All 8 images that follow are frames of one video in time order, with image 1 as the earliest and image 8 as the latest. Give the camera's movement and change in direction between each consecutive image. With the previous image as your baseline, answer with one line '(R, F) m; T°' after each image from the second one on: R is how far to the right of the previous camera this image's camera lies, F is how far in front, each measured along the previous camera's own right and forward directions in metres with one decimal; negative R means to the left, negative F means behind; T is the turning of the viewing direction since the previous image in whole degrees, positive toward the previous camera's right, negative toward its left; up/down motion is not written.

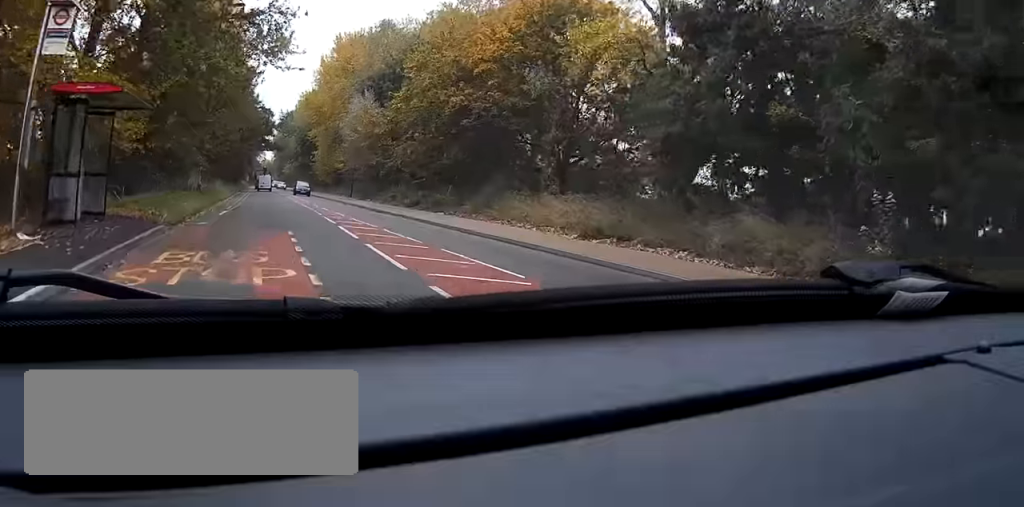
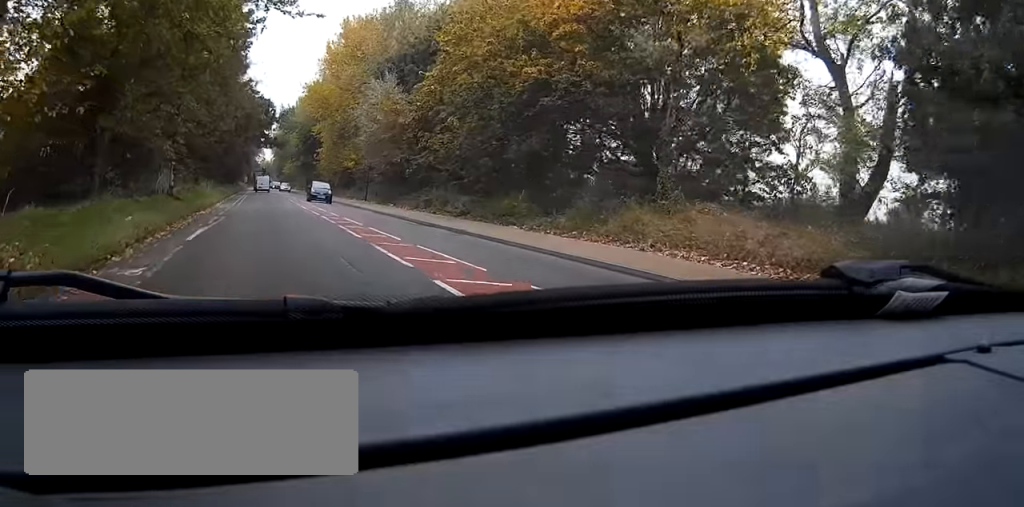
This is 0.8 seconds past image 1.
(0.0, +10.7) m; 0°
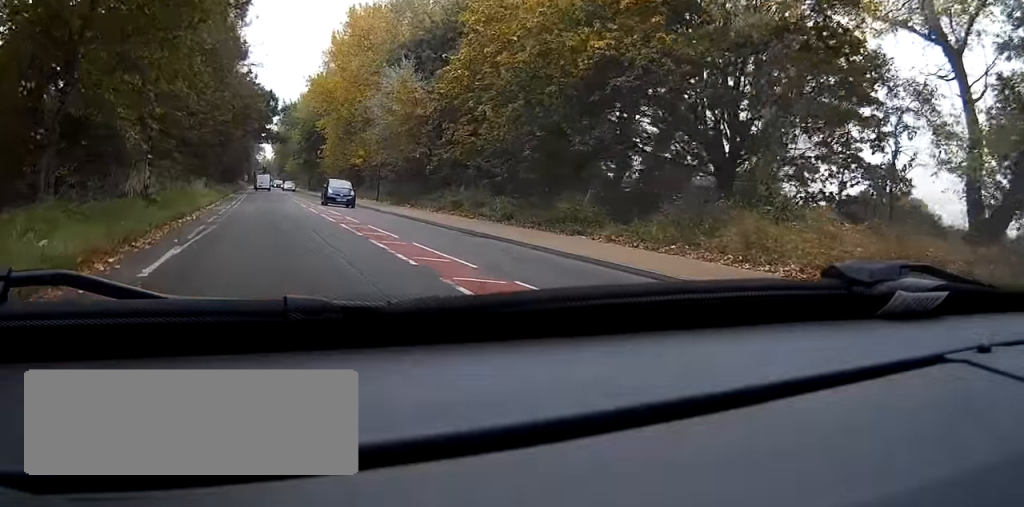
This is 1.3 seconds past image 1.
(0.0, +5.6) m; 0°
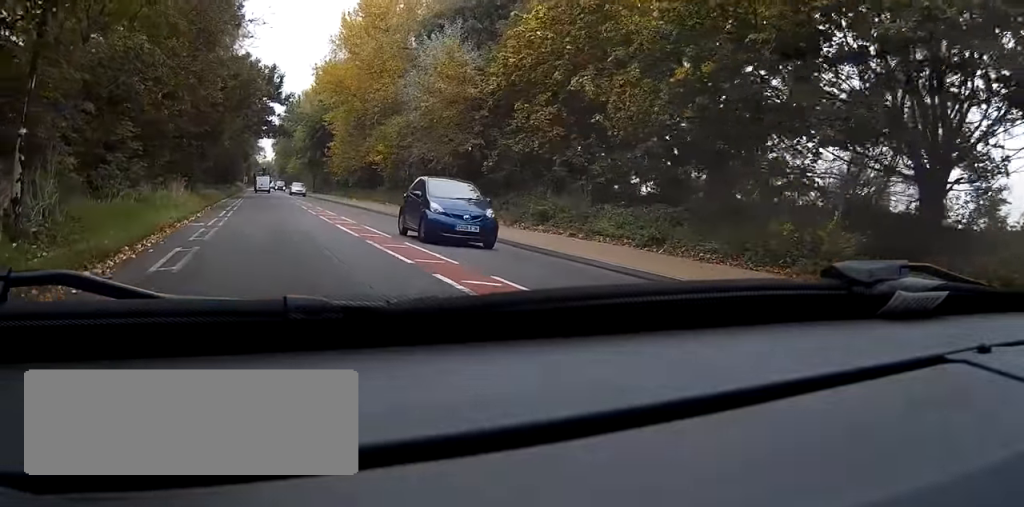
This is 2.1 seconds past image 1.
(0.0, +11.0) m; 0°
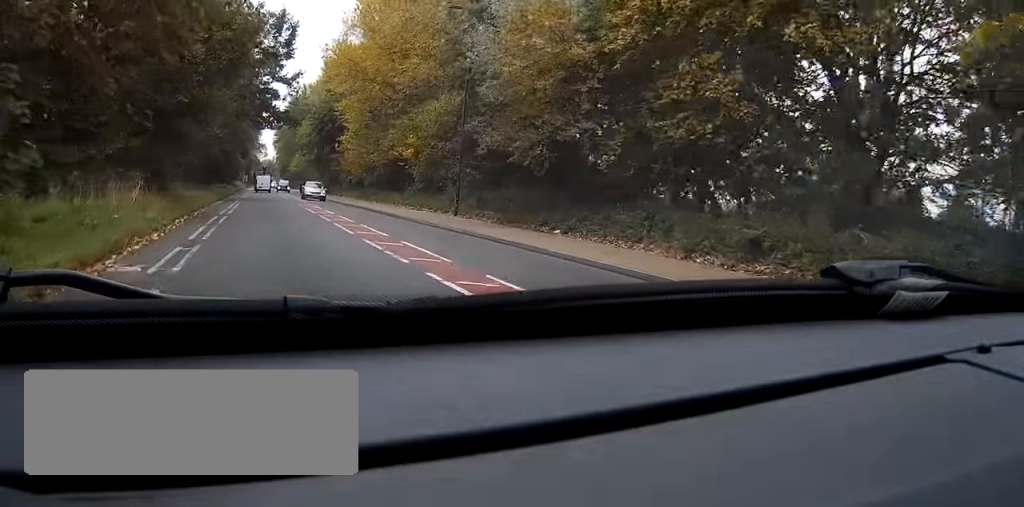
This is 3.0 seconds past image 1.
(+0.1, +11.4) m; 0°
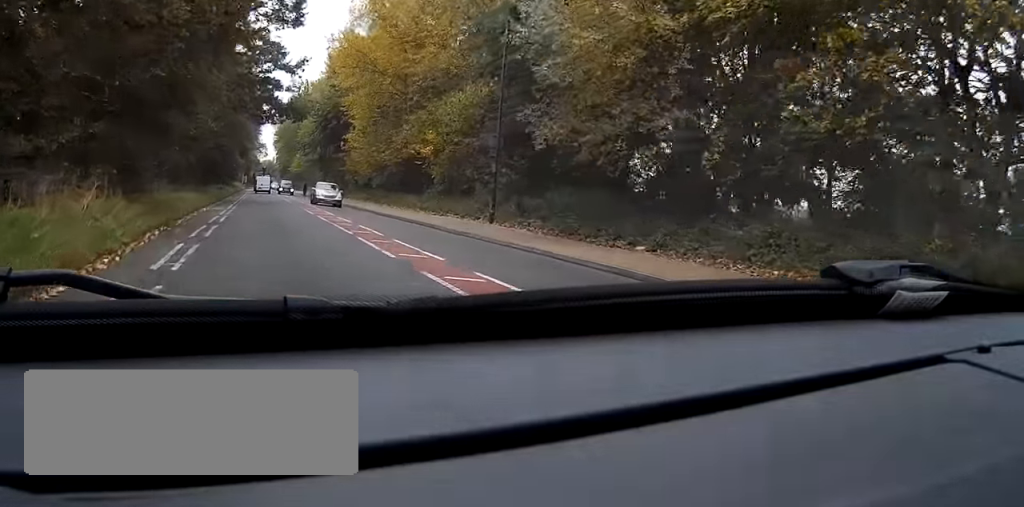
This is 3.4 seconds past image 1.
(0.0, +5.3) m; 0°
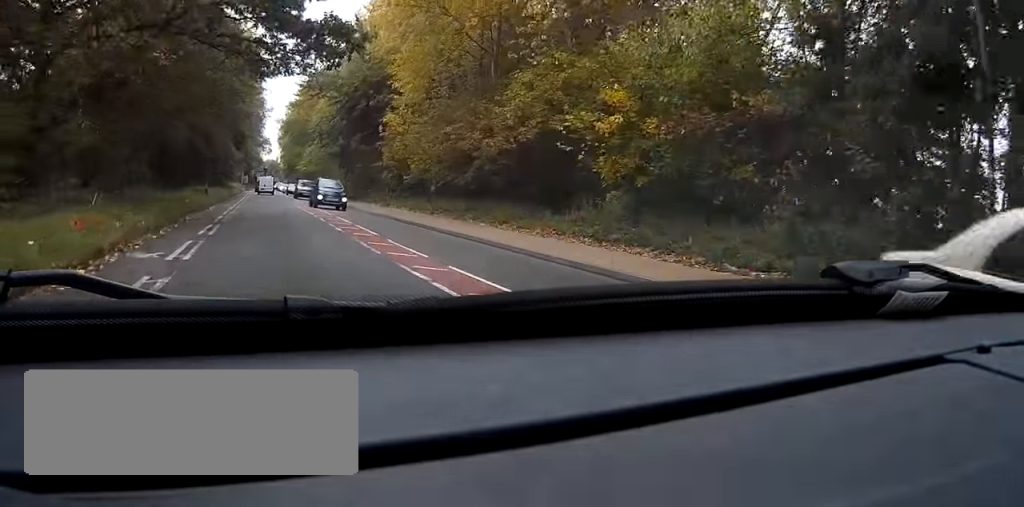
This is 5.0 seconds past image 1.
(-0.1, +21.5) m; 0°
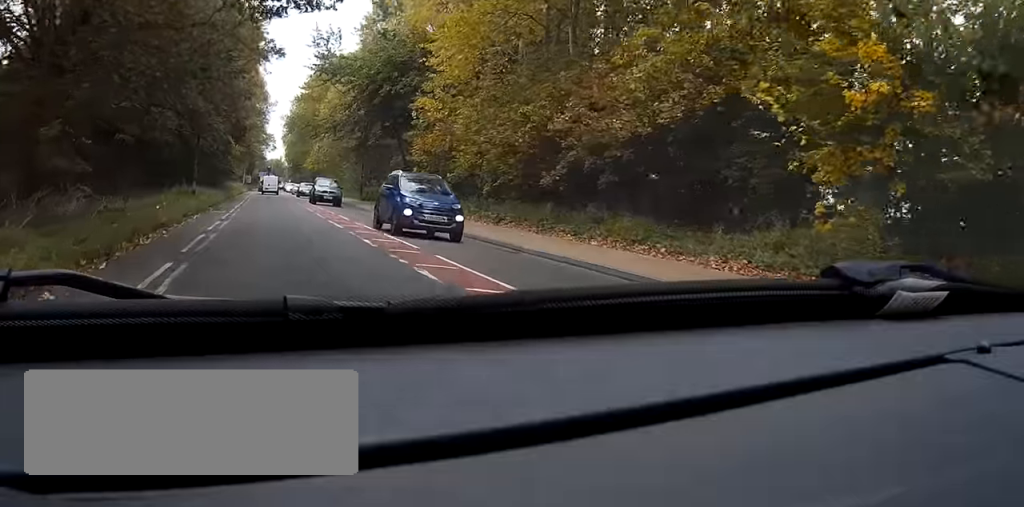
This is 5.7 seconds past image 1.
(0.0, +9.7) m; 0°
